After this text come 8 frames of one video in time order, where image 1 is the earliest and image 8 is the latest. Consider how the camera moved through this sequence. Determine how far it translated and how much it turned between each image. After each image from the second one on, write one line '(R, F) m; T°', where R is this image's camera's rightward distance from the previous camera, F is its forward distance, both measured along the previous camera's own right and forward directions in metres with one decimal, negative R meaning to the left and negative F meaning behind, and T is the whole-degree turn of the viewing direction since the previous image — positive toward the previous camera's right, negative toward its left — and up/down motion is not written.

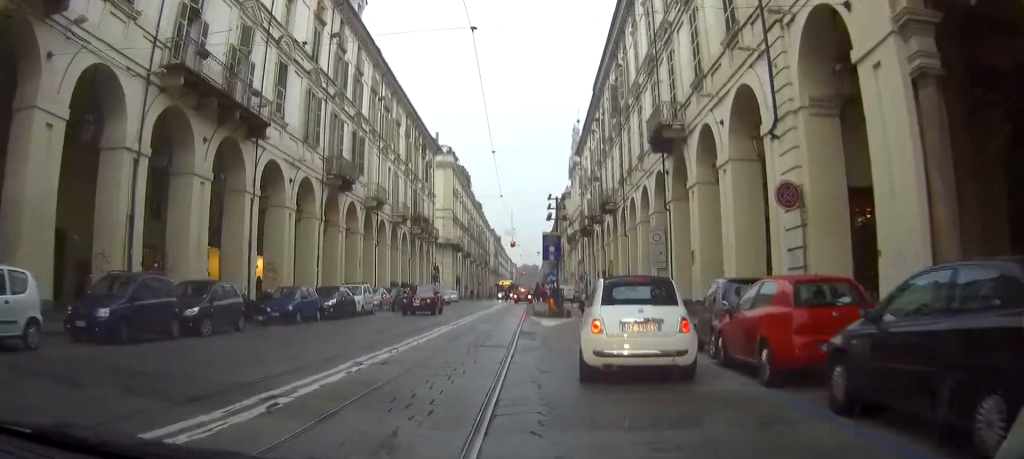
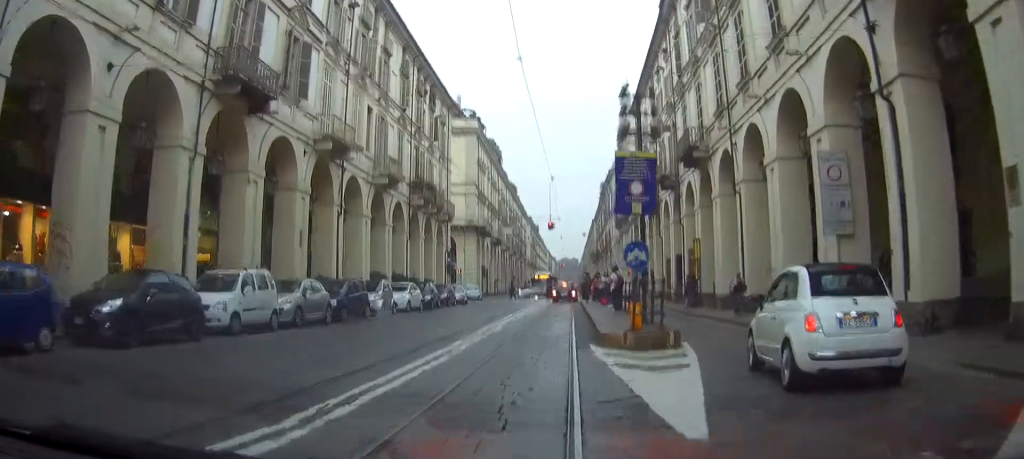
(+0.1, +18.8) m; -1°
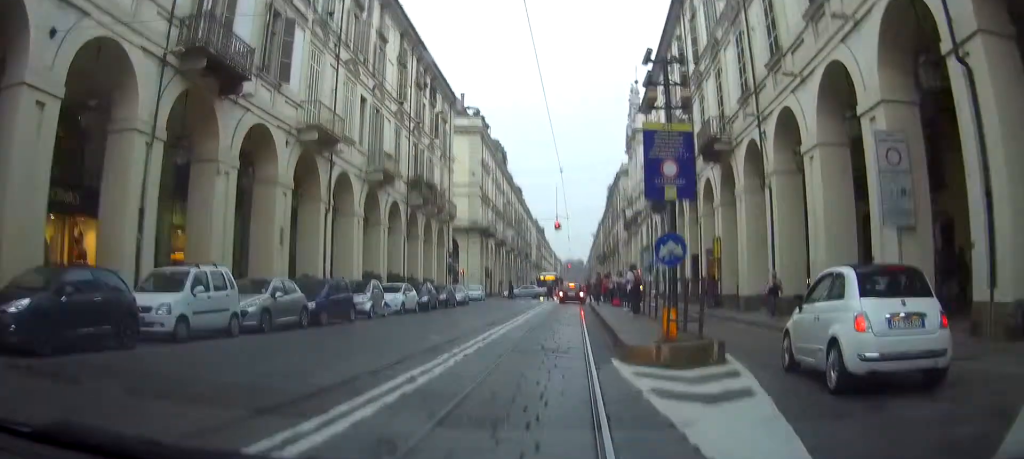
(0.0, +3.1) m; -1°
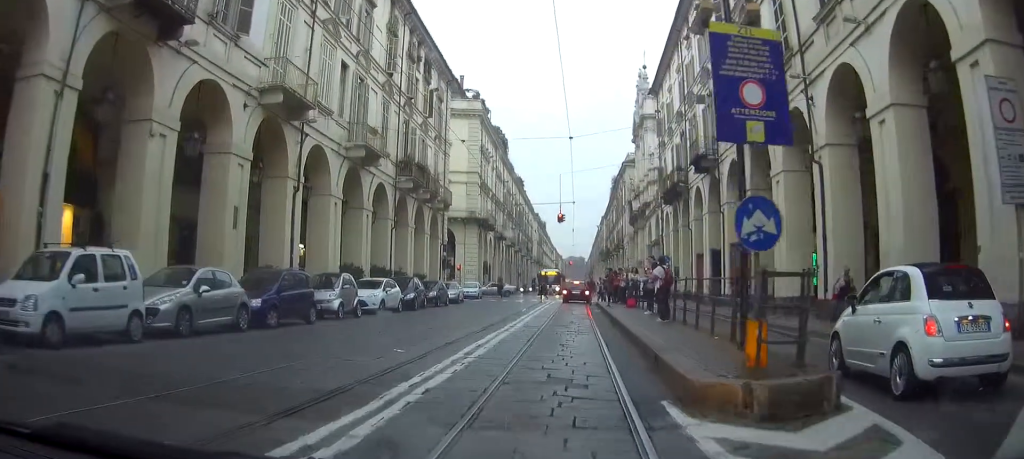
(-0.1, +4.6) m; -1°
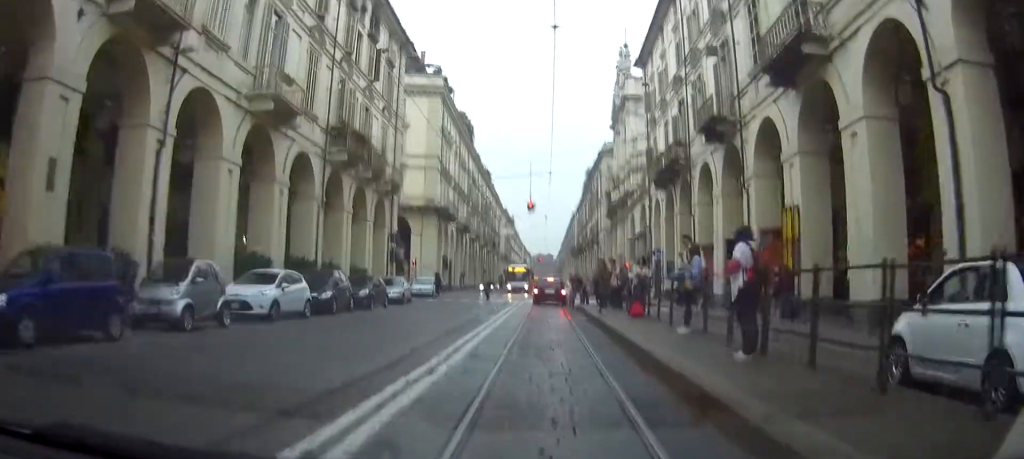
(0.0, +8.8) m; 0°
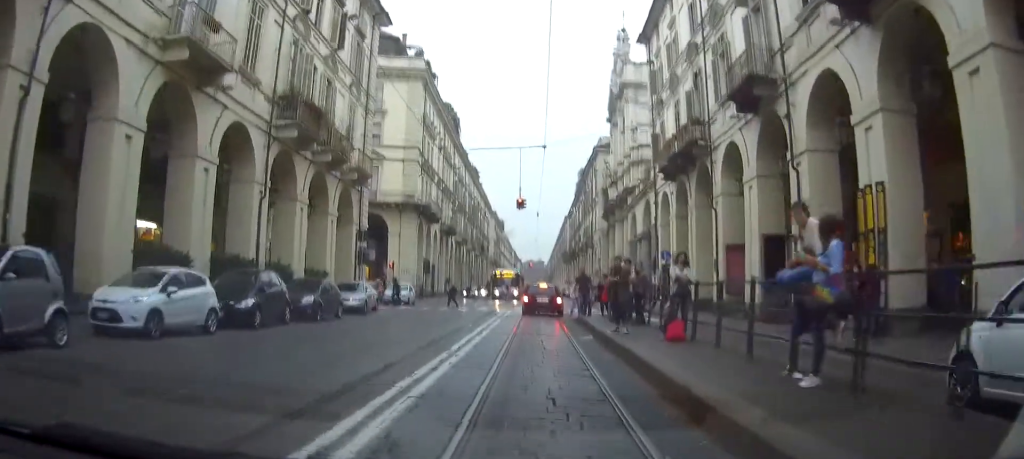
(+0.1, +6.2) m; +1°
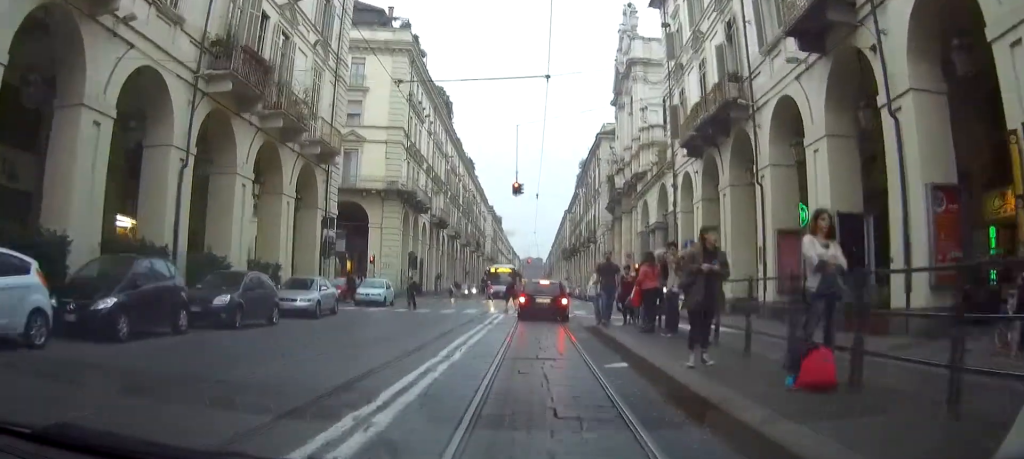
(+0.1, +6.4) m; 0°
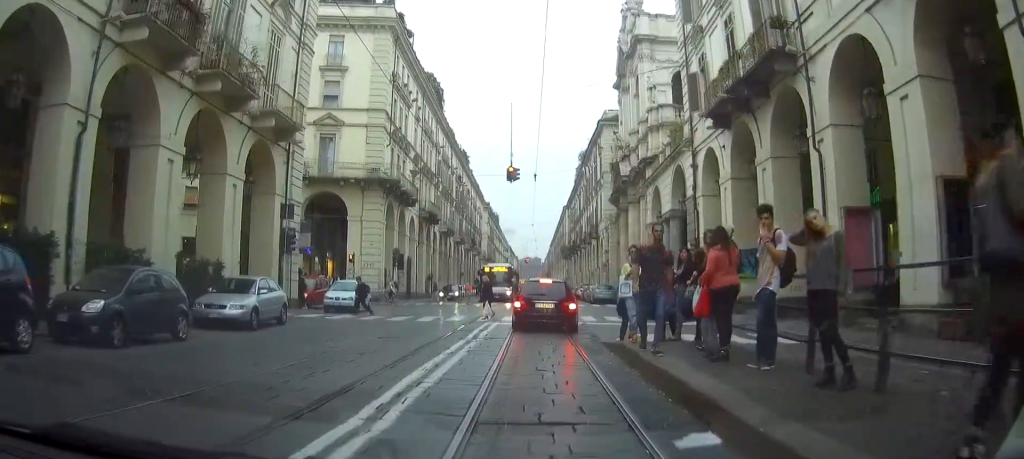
(-0.1, +5.3) m; -1°
